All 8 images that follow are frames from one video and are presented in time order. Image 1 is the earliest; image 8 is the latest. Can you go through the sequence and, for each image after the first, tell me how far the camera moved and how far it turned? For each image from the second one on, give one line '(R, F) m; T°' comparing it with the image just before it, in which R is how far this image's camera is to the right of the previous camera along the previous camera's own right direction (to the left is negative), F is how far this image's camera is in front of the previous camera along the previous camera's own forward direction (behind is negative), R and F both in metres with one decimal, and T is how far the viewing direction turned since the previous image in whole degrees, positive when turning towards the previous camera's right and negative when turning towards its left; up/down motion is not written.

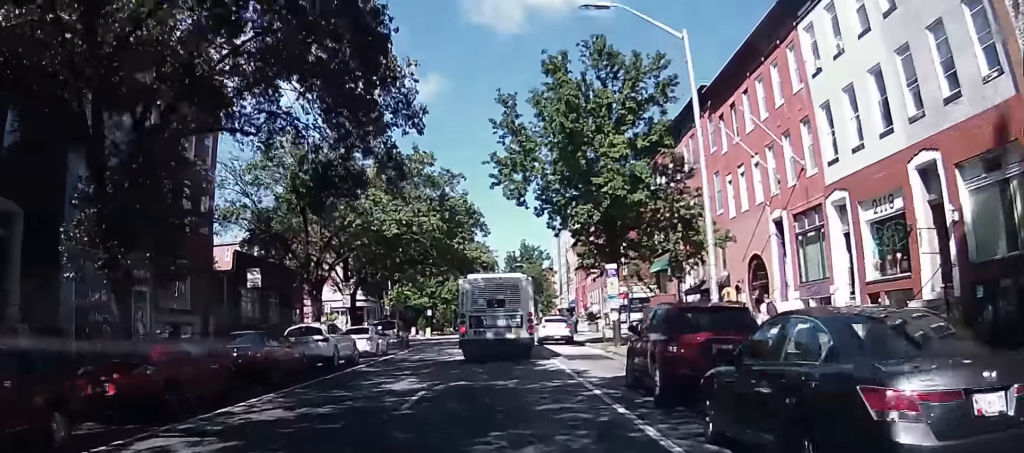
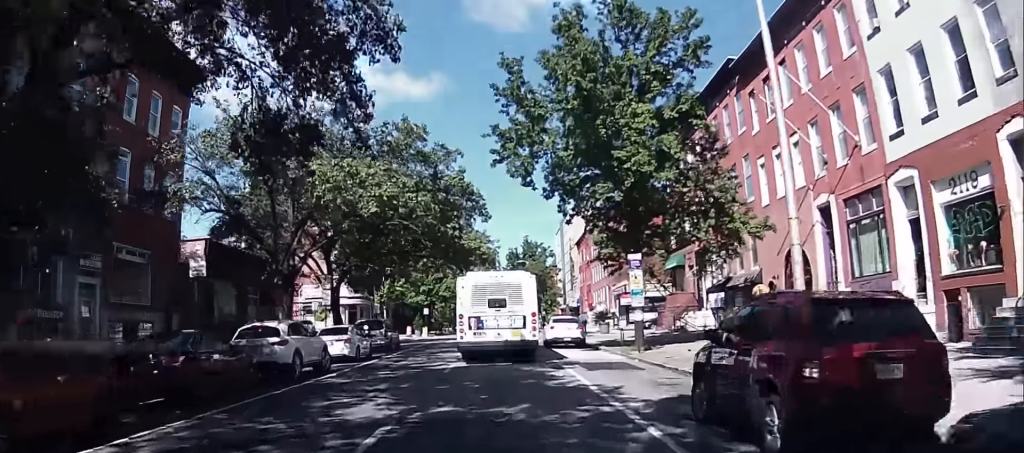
(+0.1, +4.3) m; +1°
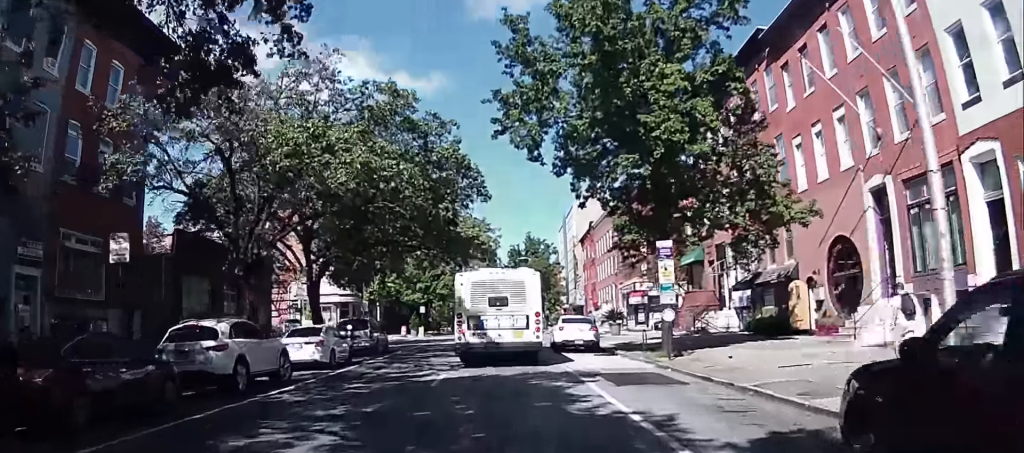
(0.0, +4.0) m; +1°
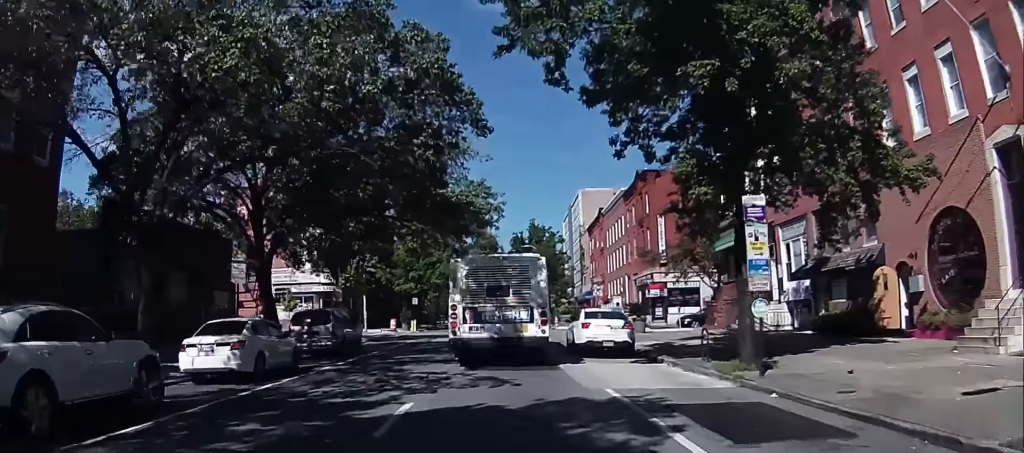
(0.0, +7.1) m; 0°
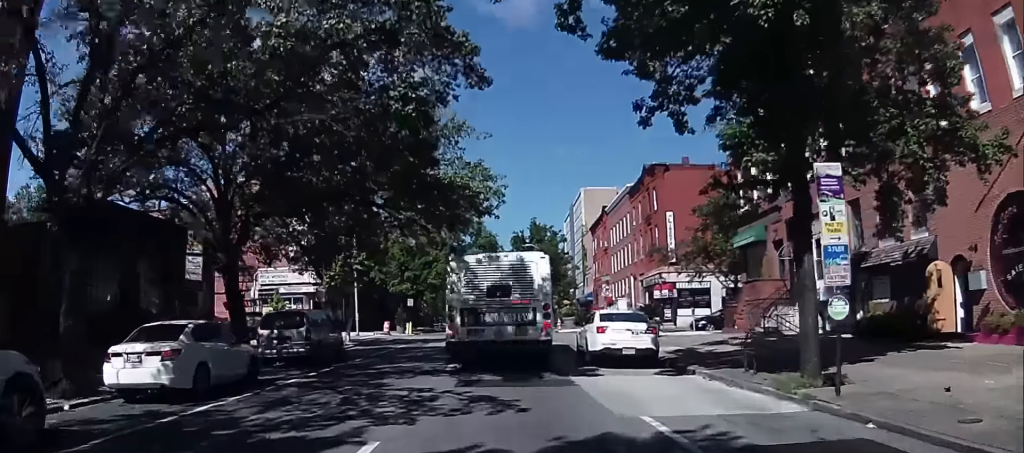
(0.0, +3.7) m; 0°
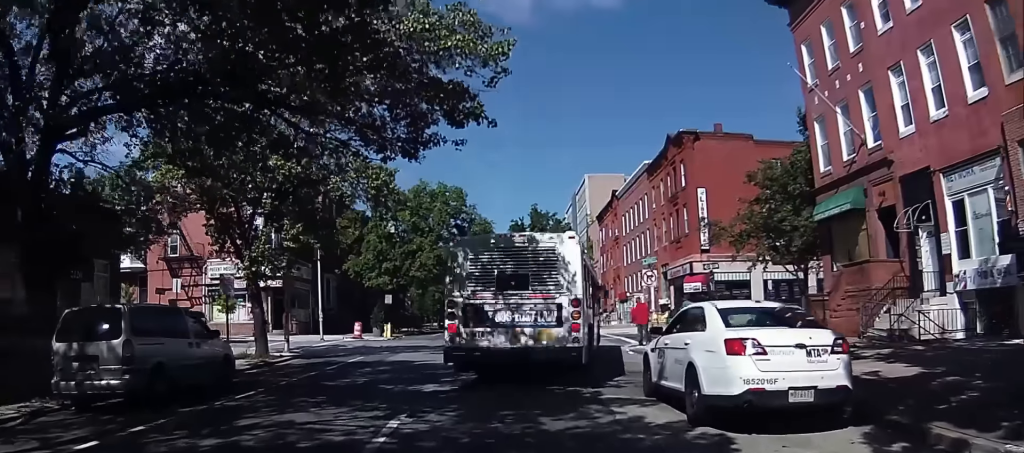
(-0.4, +13.5) m; -4°
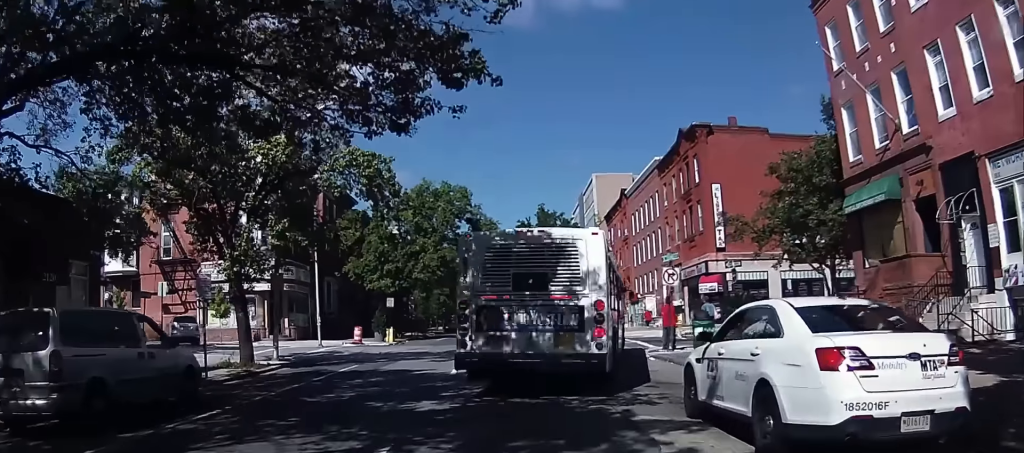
(0.0, +2.9) m; 0°
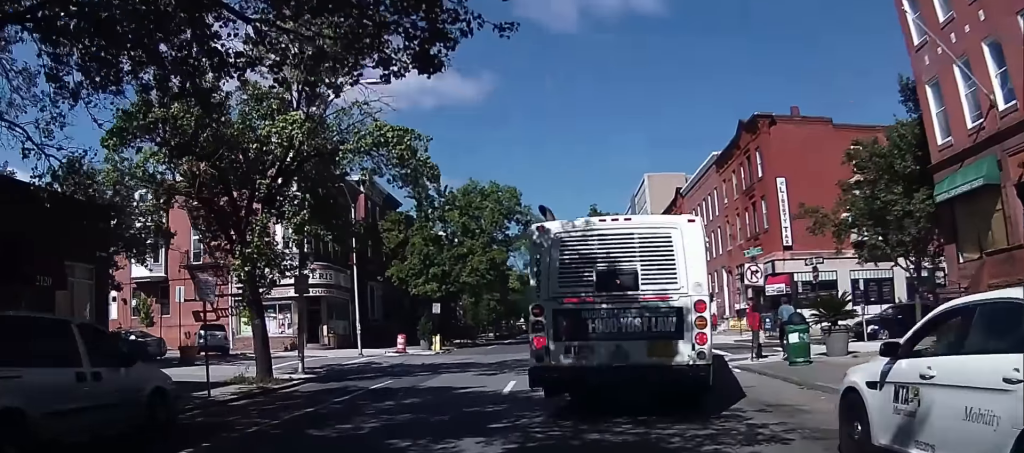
(0.0, +4.3) m; +1°
